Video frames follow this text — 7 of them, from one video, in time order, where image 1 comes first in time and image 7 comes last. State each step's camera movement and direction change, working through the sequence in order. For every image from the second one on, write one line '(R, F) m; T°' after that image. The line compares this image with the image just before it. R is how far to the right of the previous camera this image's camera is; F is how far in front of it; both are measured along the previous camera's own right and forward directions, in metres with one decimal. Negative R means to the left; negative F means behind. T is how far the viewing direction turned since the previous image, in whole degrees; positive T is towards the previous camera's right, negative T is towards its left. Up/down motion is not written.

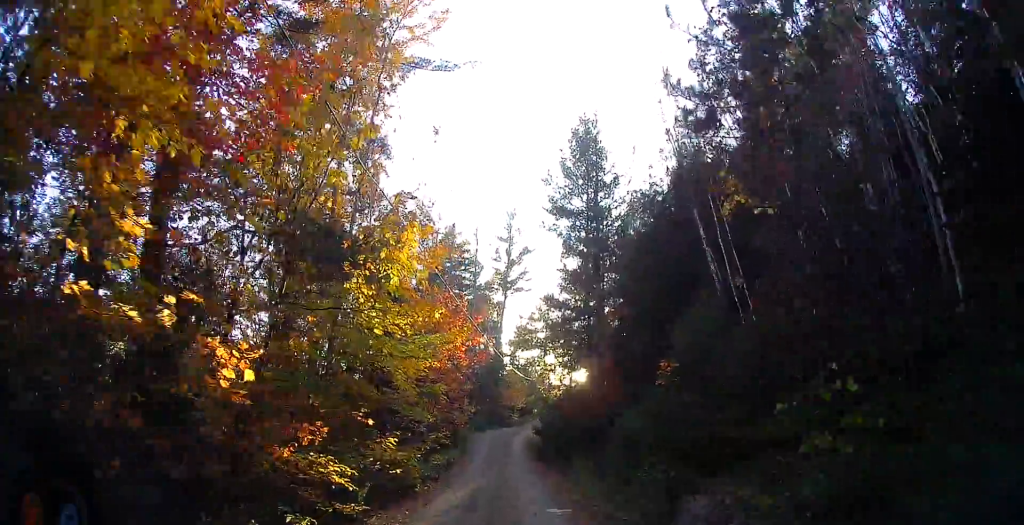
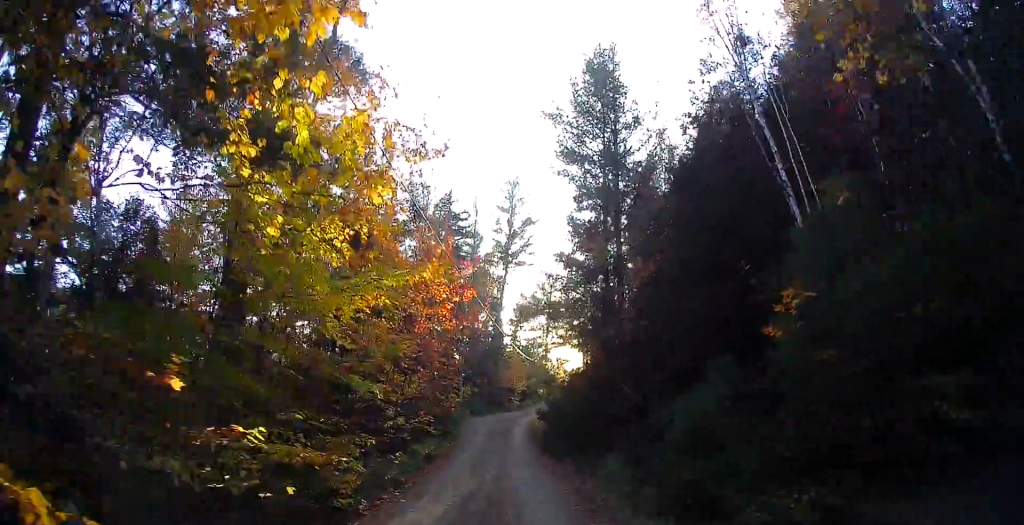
(0.0, +4.6) m; +4°
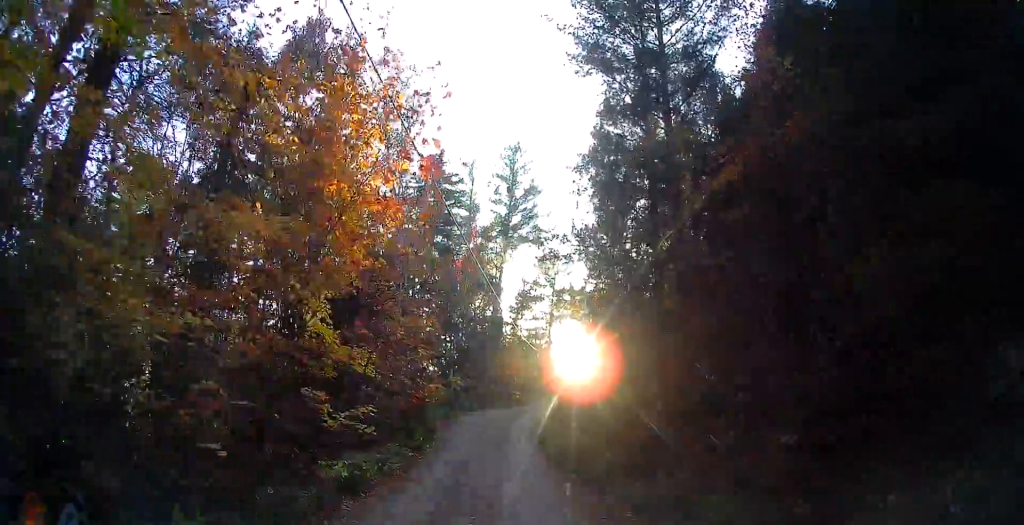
(+0.4, +7.3) m; 0°
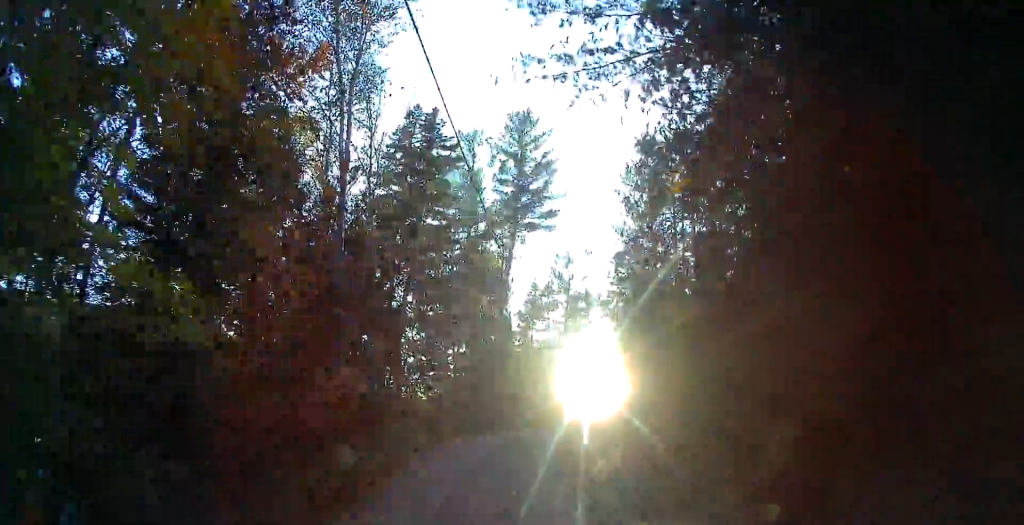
(-0.5, +9.5) m; -3°
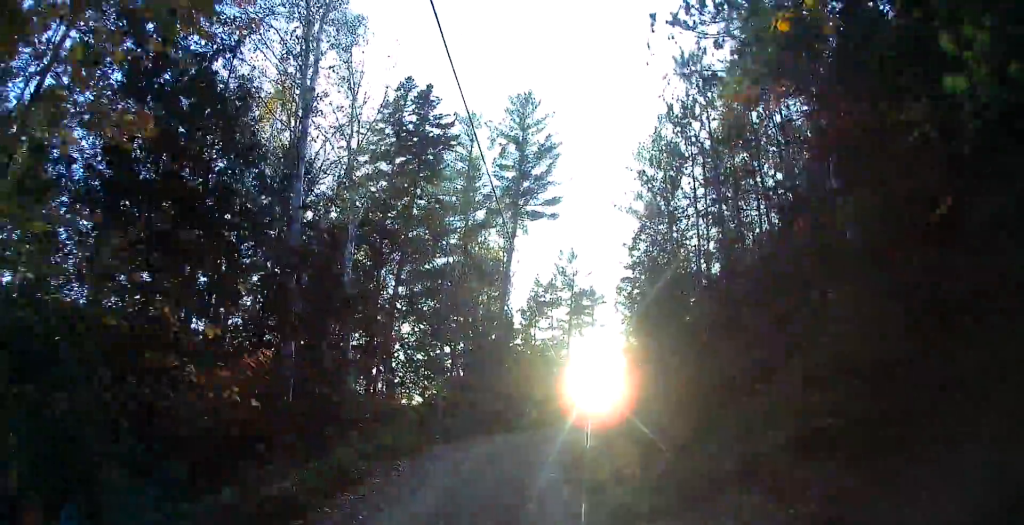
(0.0, +3.3) m; 0°
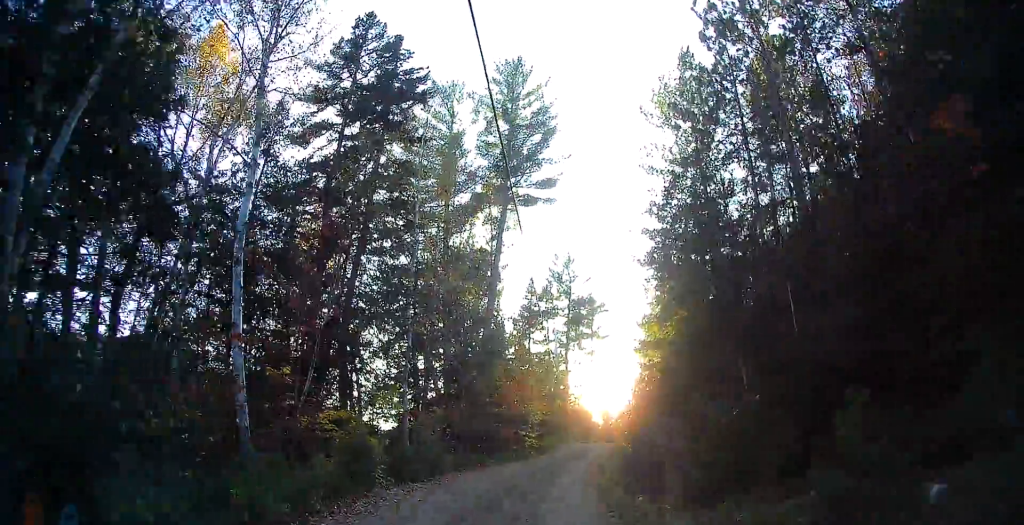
(0.0, +7.6) m; 0°
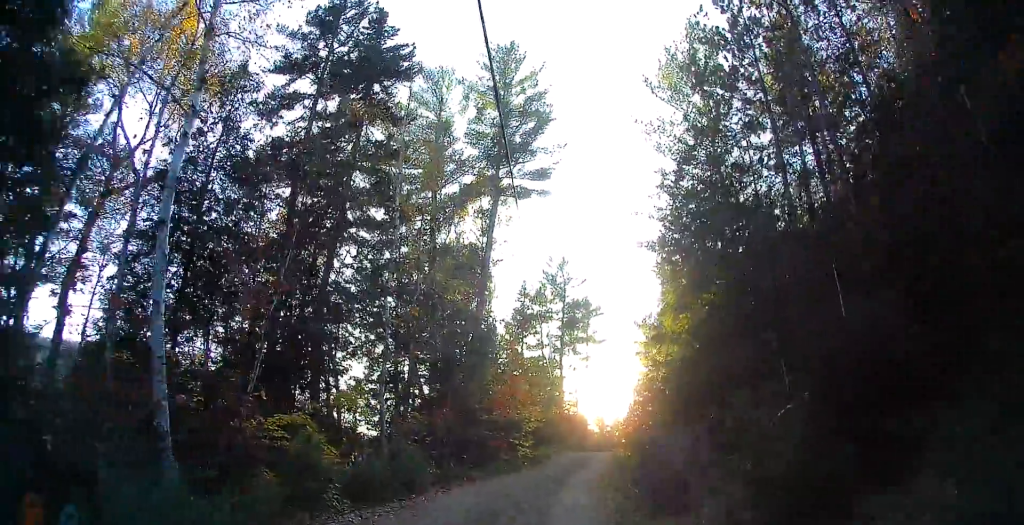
(0.0, +2.7) m; 0°
